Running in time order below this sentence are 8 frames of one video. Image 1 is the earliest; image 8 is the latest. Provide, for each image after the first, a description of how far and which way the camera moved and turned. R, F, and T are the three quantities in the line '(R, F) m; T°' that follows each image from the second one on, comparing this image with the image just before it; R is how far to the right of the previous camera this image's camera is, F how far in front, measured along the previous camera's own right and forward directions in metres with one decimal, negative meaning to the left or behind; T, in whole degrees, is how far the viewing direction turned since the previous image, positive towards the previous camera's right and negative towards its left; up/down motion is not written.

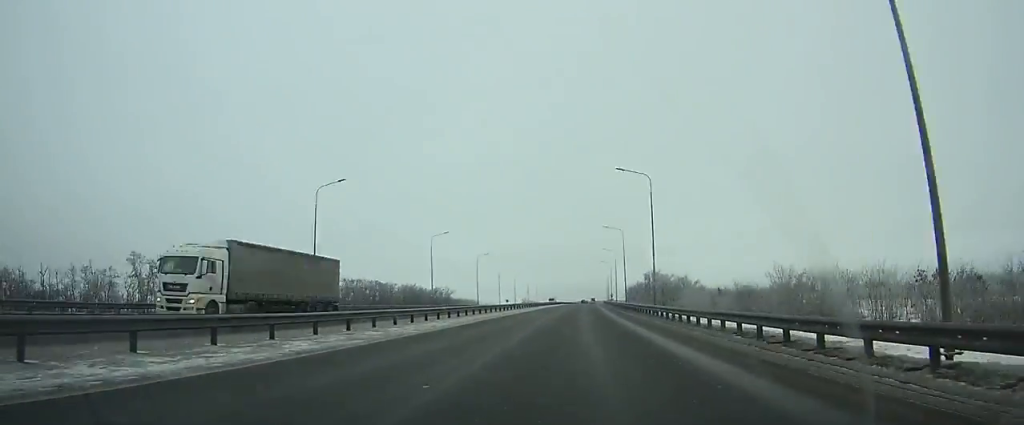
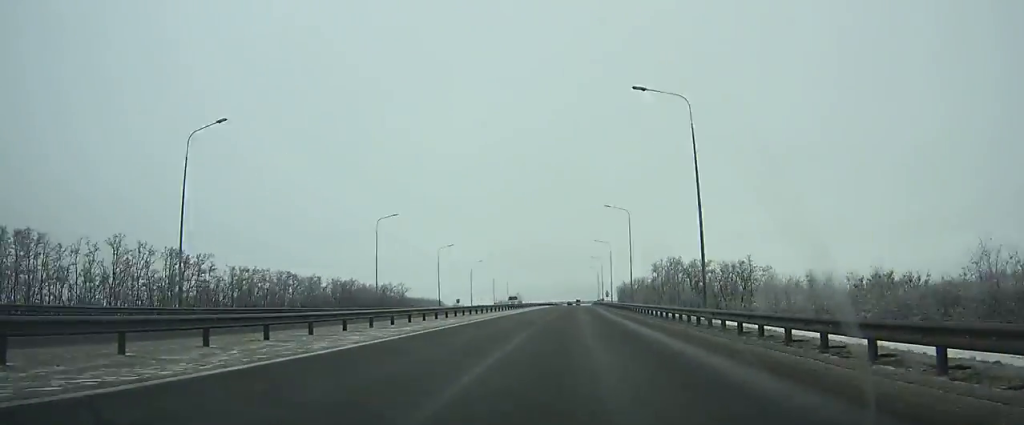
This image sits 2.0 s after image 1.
(+0.8, +58.8) m; +1°
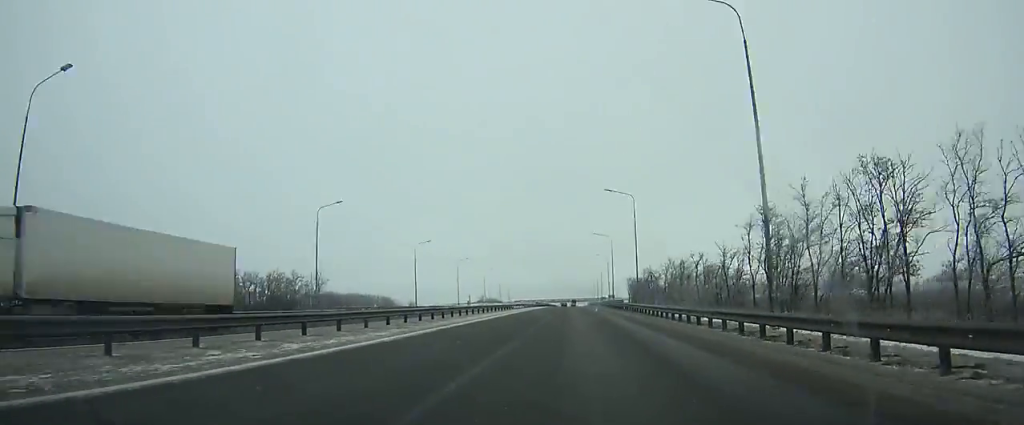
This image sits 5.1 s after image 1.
(+0.6, +88.4) m; 0°
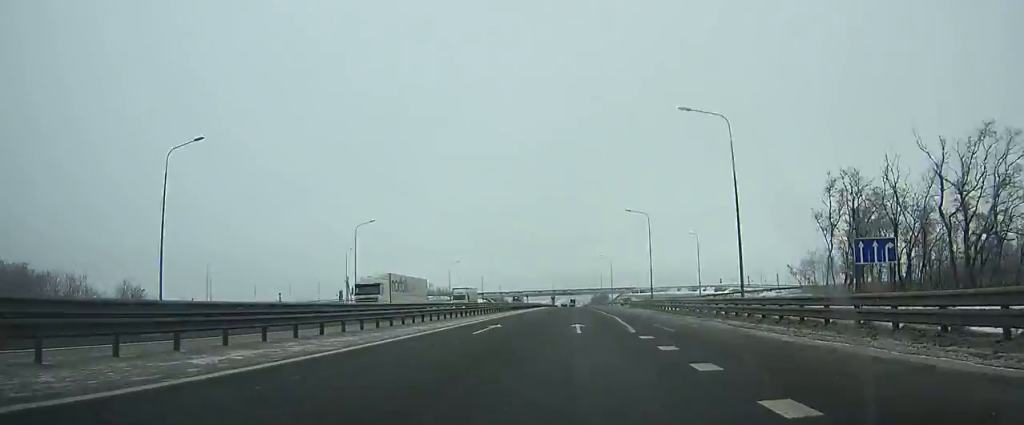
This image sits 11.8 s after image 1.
(-0.2, +177.5) m; 0°
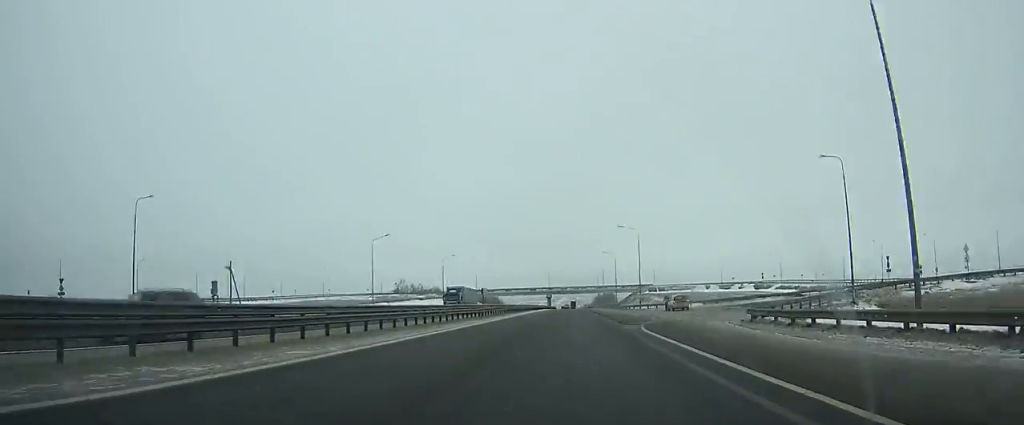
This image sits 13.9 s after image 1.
(0.0, +52.1) m; 0°
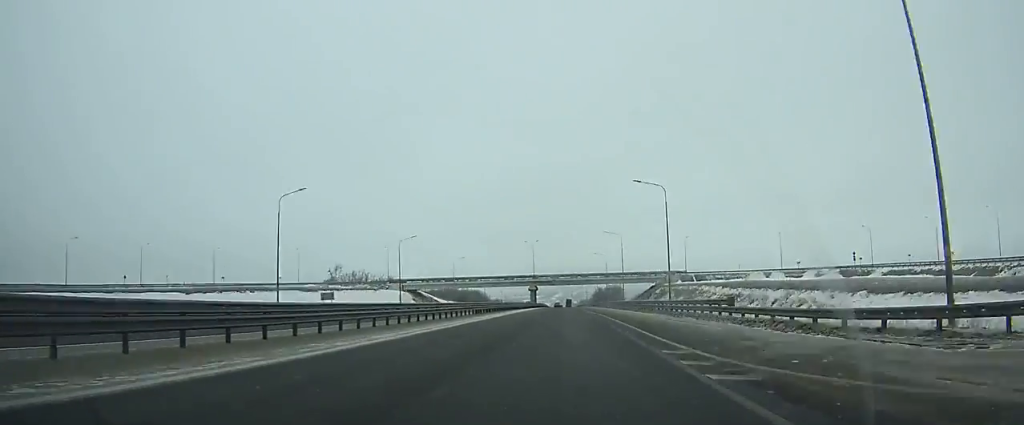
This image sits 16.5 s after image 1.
(0.0, +64.9) m; 0°
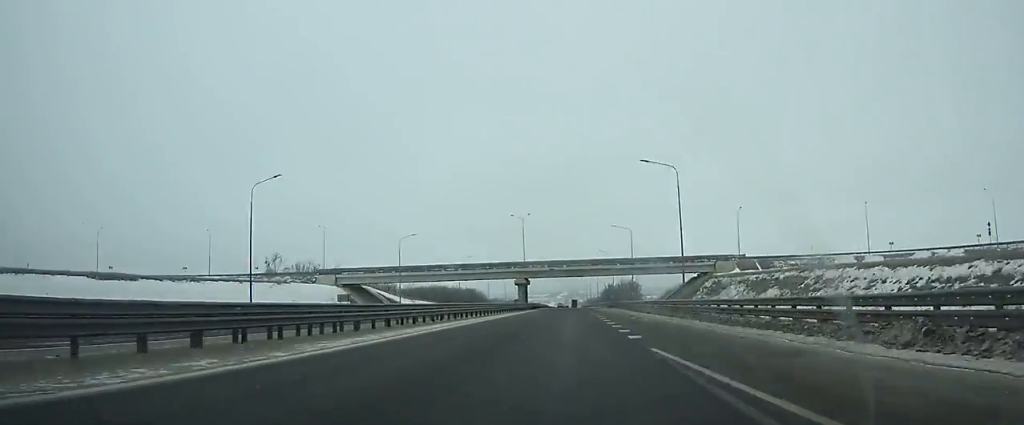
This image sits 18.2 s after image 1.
(+0.1, +43.5) m; 0°
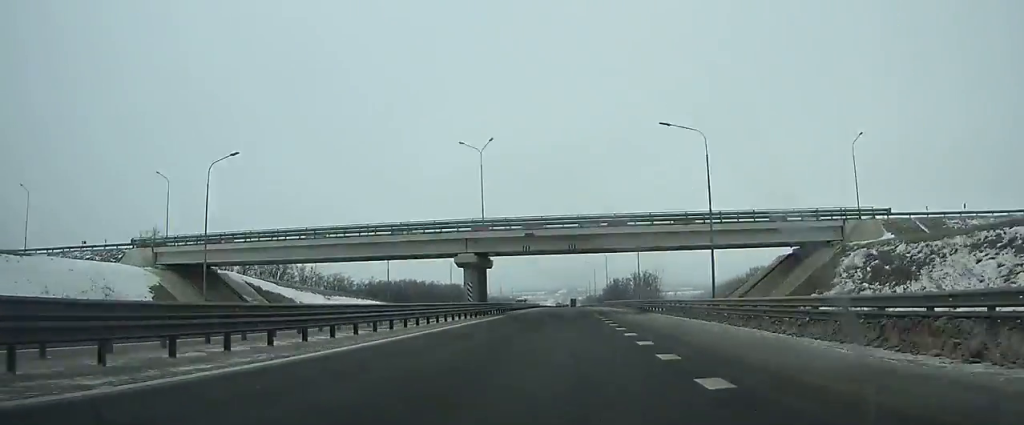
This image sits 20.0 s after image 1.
(-0.1, +47.8) m; 0°
